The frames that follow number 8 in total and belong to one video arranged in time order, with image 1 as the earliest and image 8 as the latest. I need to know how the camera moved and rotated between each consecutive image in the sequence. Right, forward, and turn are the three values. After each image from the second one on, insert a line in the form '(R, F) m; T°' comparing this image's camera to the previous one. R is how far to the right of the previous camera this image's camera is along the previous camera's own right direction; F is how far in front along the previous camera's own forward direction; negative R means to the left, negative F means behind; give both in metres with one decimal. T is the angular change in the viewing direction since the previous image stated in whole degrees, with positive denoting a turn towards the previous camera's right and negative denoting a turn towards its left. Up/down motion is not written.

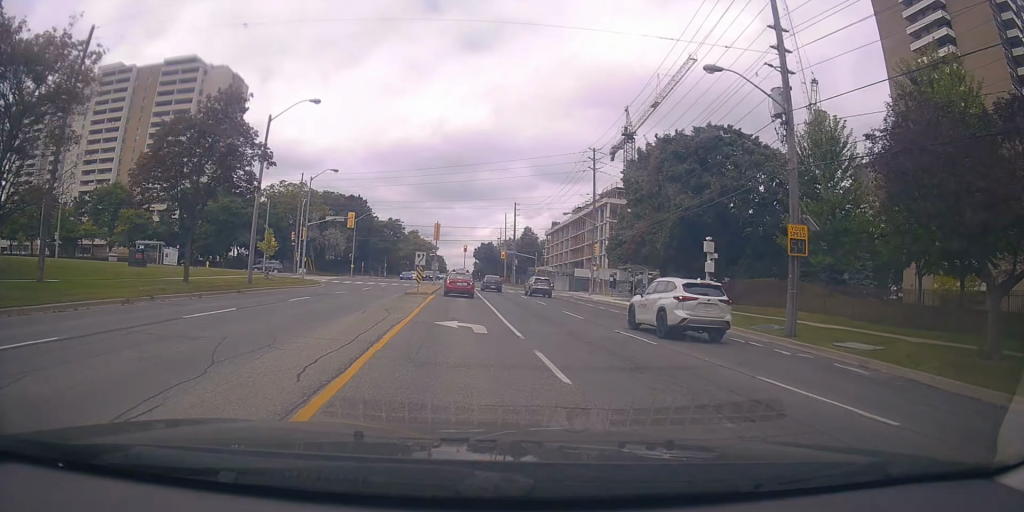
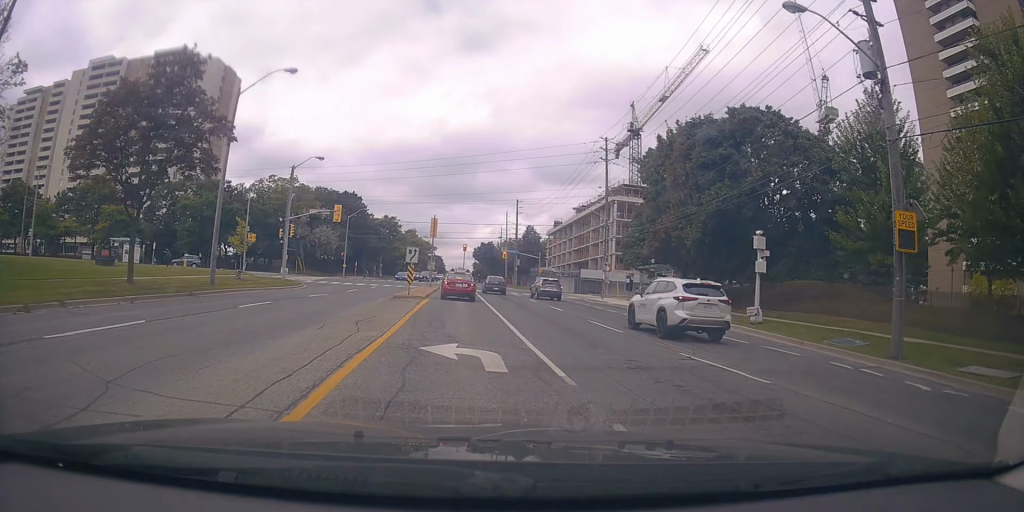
(+0.2, +5.6) m; +1°
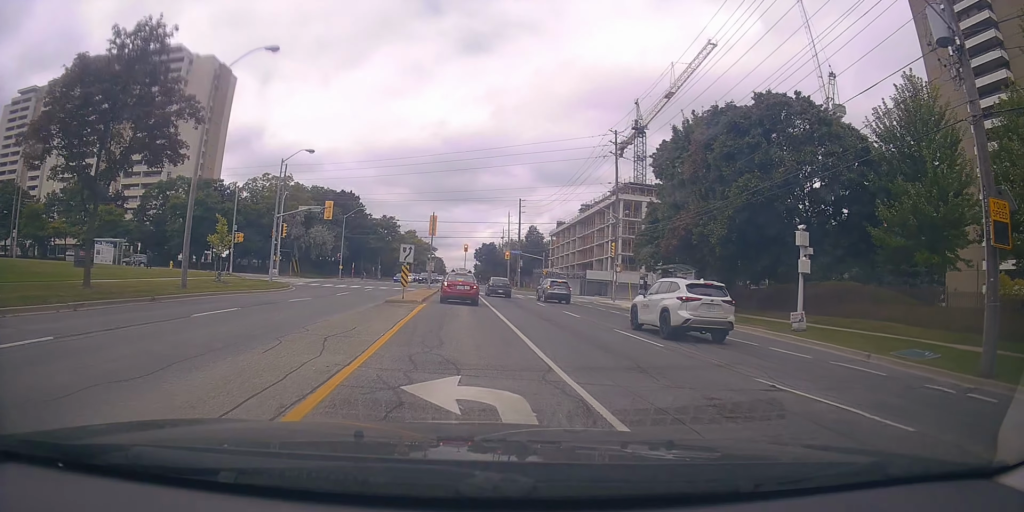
(-0.1, +3.3) m; 0°
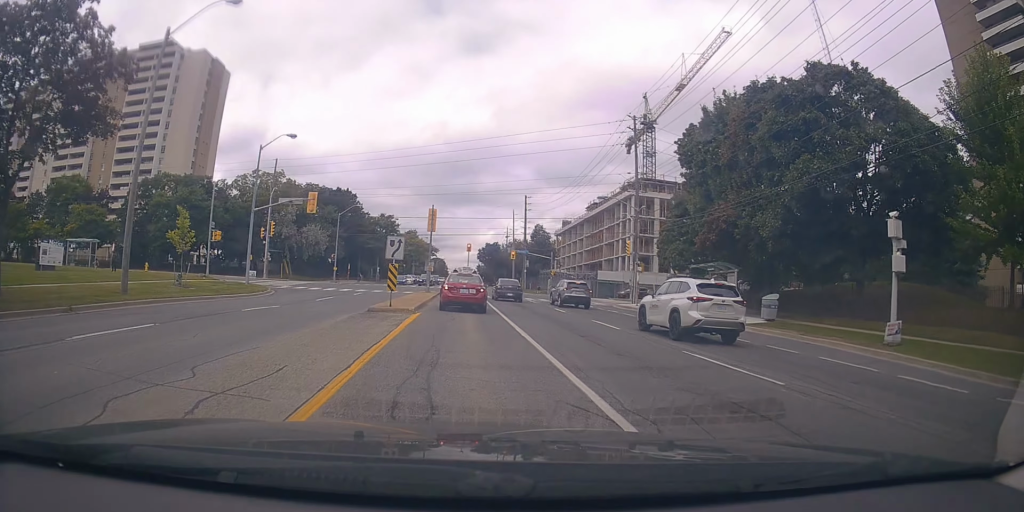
(0.0, +5.4) m; -1°
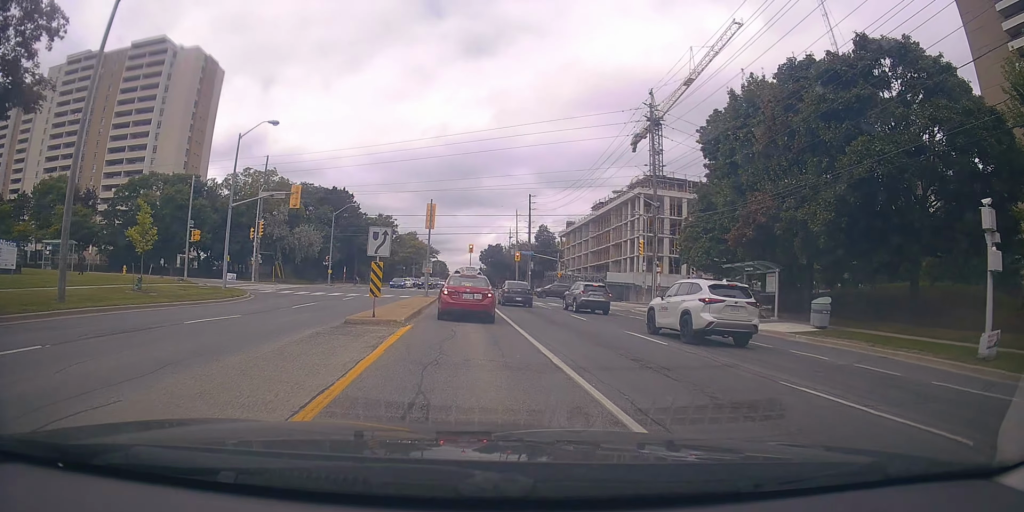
(+0.2, +4.2) m; -2°
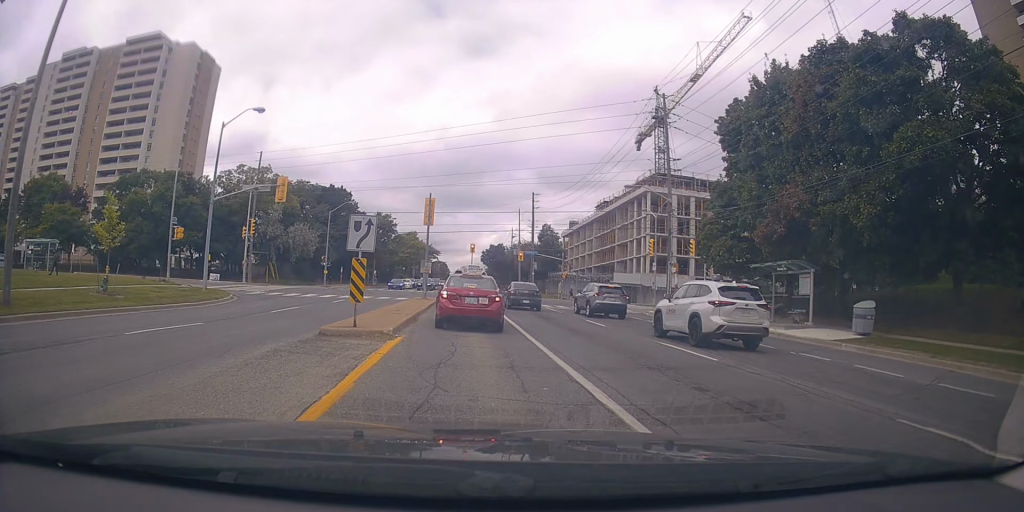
(-0.3, +2.9) m; -2°
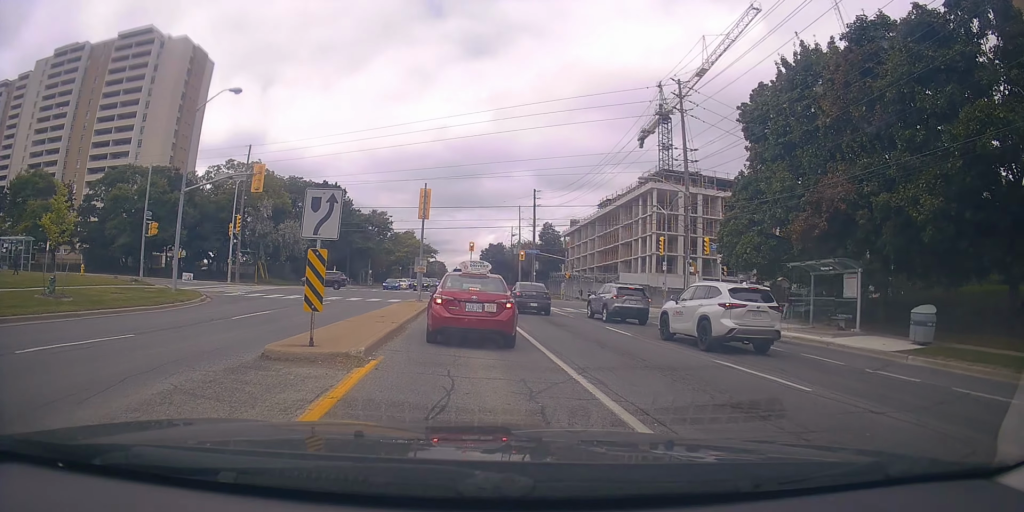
(0.0, +3.6) m; 0°
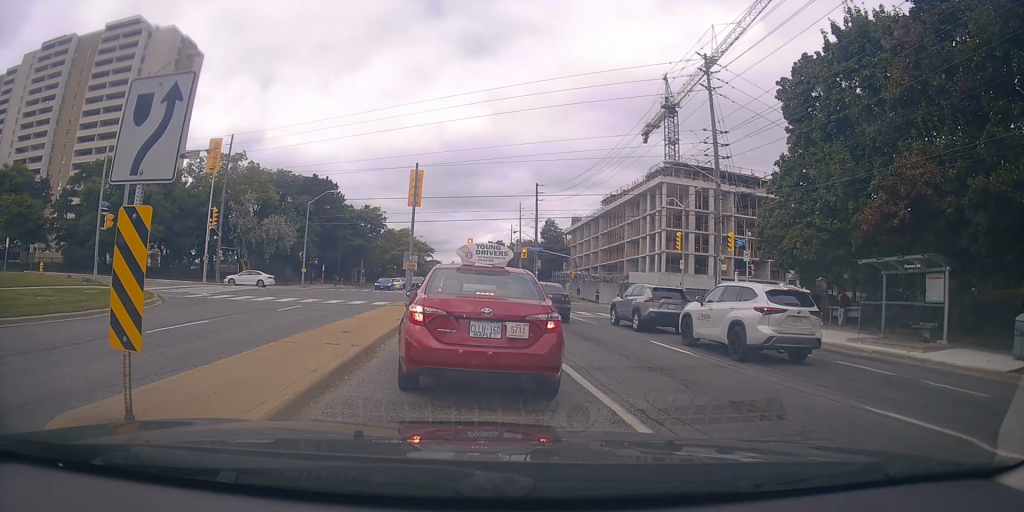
(-0.2, +5.1) m; -4°
